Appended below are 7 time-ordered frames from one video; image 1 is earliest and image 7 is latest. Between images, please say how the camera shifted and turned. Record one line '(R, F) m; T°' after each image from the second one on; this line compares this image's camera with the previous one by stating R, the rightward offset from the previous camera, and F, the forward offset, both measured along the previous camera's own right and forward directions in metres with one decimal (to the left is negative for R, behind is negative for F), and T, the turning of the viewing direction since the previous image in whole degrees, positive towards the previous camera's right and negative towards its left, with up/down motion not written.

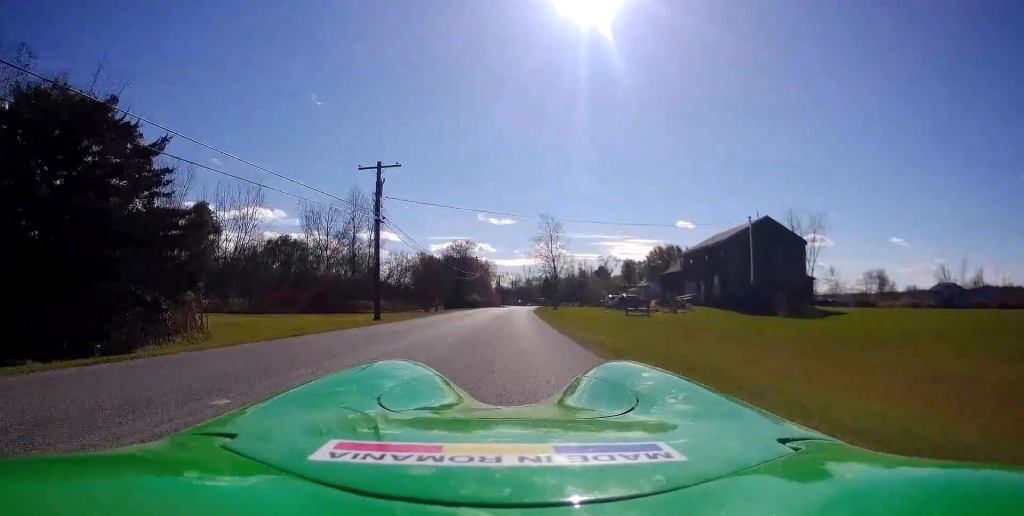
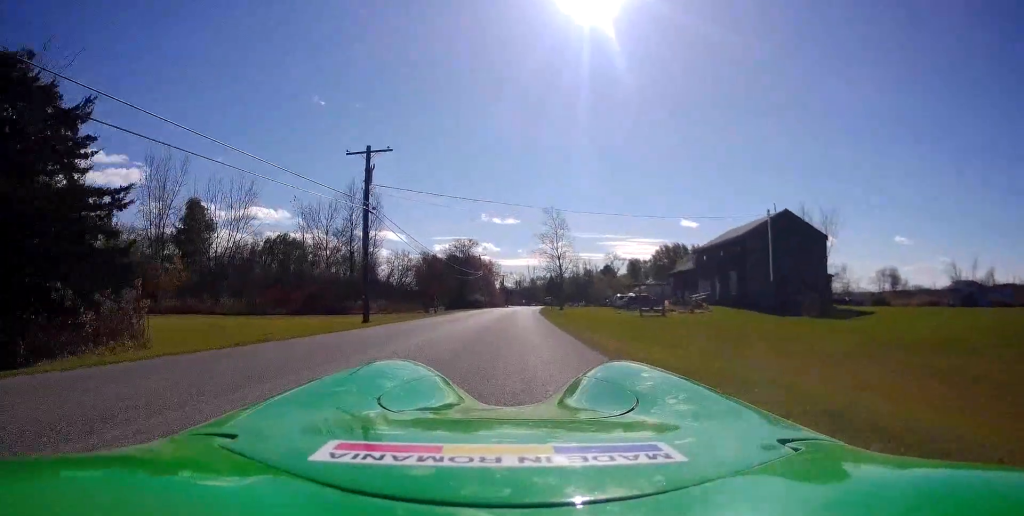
(0.0, +3.5) m; 0°
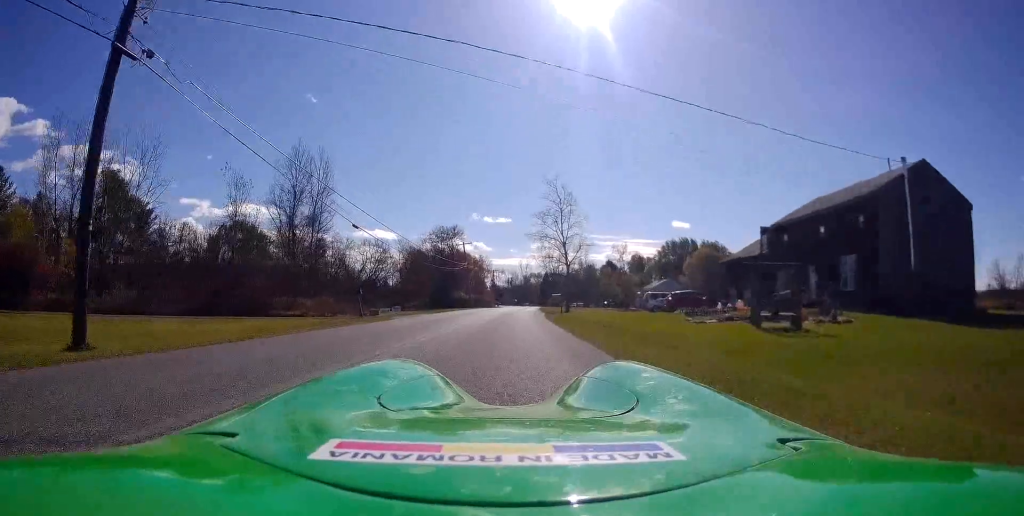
(-0.9, +20.1) m; -2°
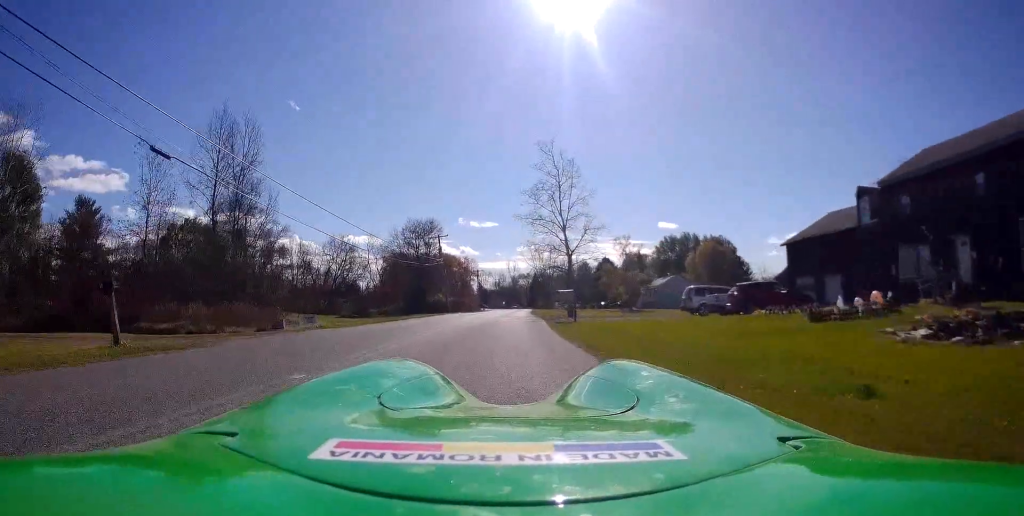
(+0.7, +17.0) m; +4°
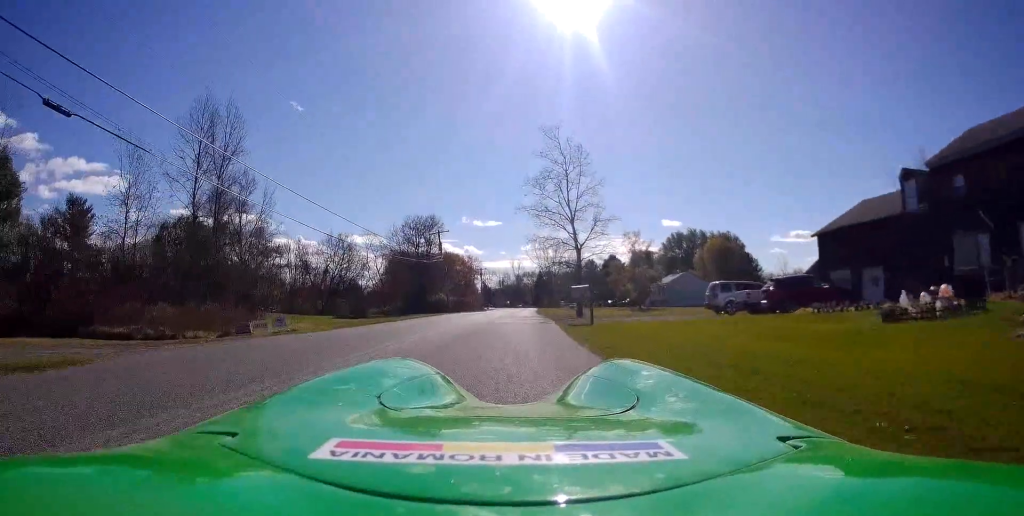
(+0.1, +4.5) m; -1°
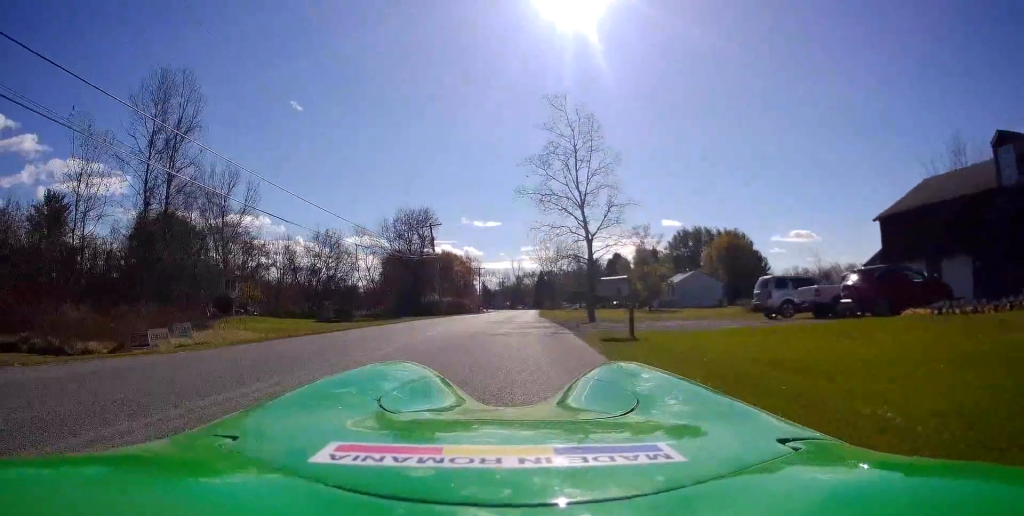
(0.0, +6.9) m; -2°
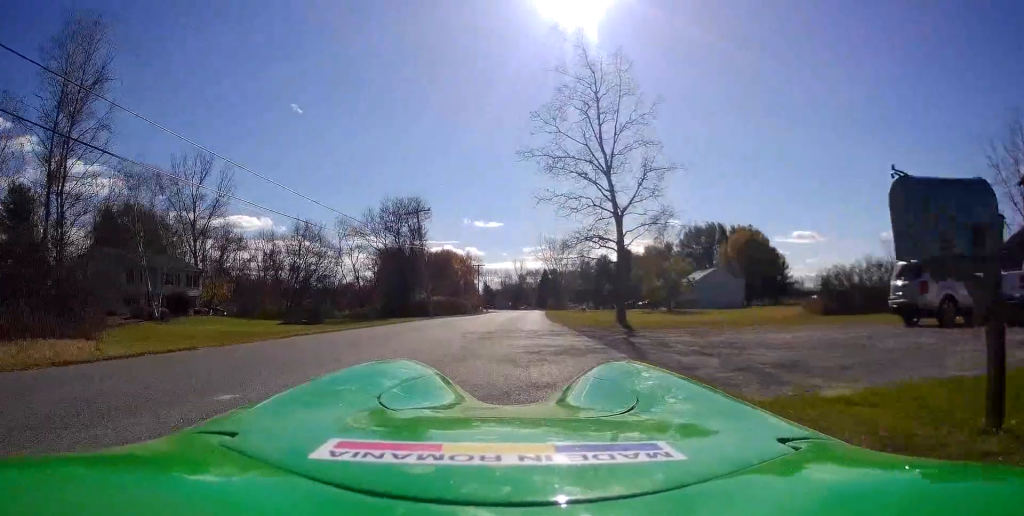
(-0.2, +7.4) m; +1°
